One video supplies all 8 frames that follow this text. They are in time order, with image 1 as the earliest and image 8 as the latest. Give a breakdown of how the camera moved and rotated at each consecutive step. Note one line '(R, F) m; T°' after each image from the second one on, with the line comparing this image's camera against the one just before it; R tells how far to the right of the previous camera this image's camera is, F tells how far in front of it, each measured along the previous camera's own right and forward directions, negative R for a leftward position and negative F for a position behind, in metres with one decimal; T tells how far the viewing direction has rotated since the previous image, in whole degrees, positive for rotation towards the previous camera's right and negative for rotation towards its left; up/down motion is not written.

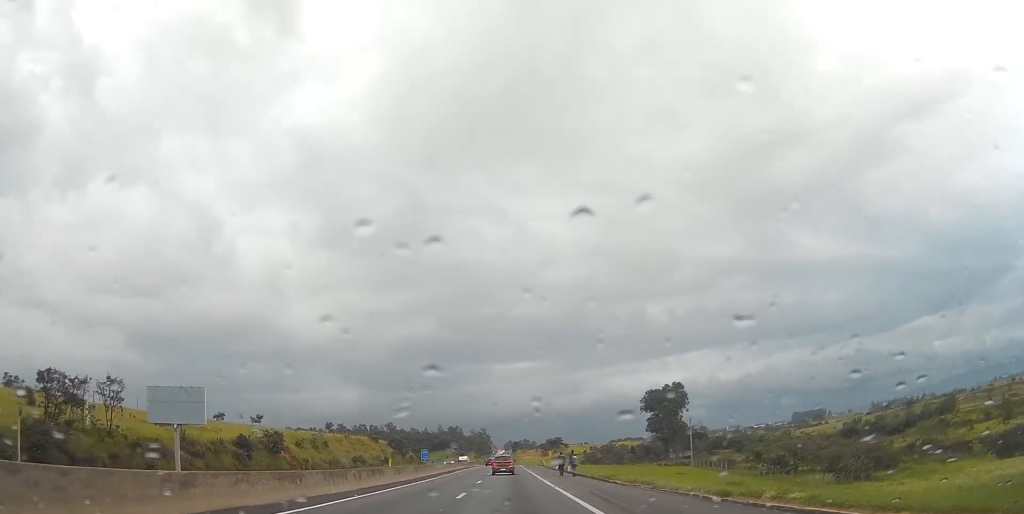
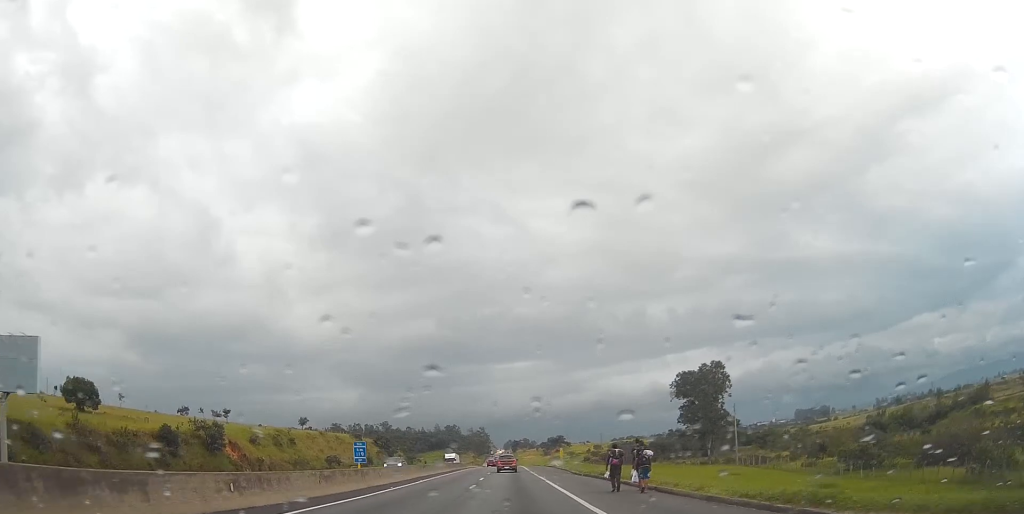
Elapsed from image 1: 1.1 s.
(0.0, +27.0) m; 0°
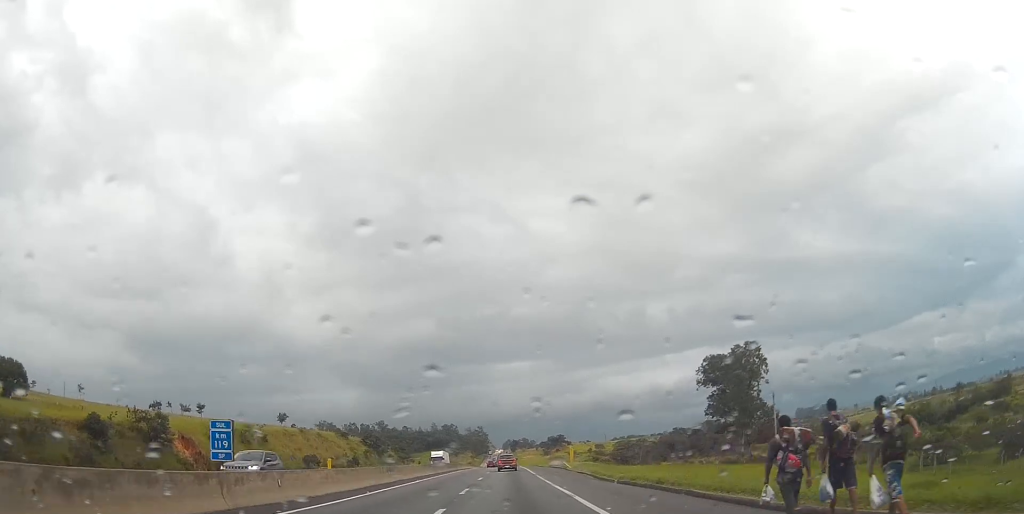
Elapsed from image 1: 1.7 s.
(0.0, +17.1) m; 0°
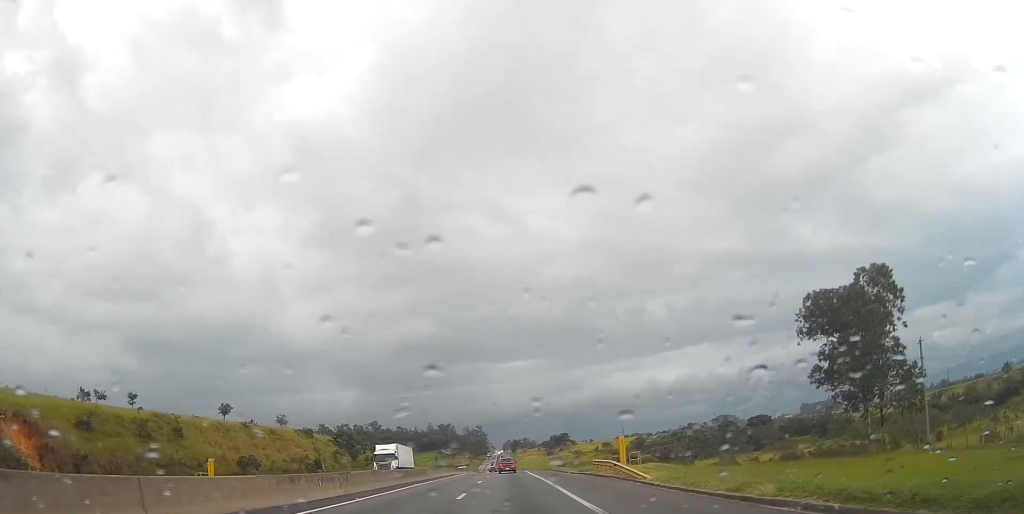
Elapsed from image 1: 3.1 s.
(+0.1, +36.0) m; 0°
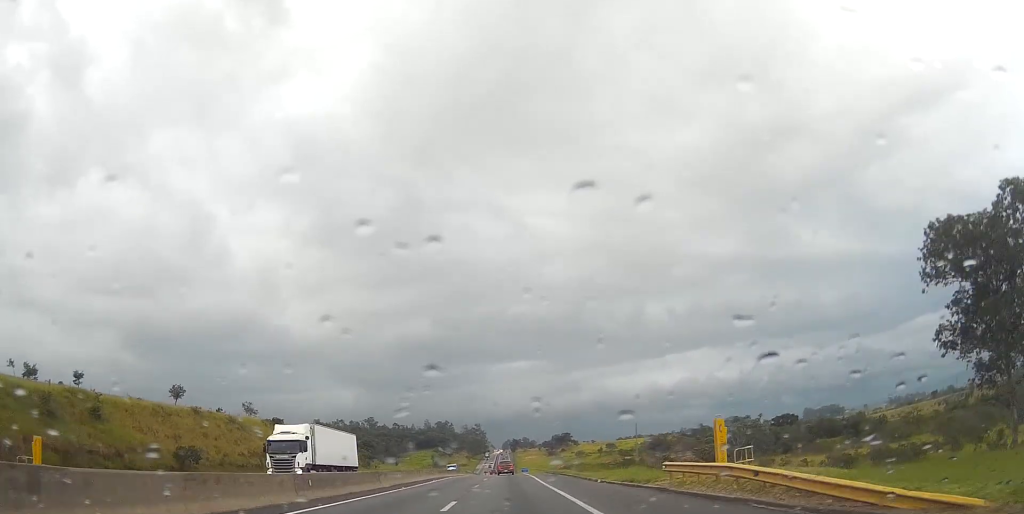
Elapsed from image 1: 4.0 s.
(-0.1, +21.5) m; 0°
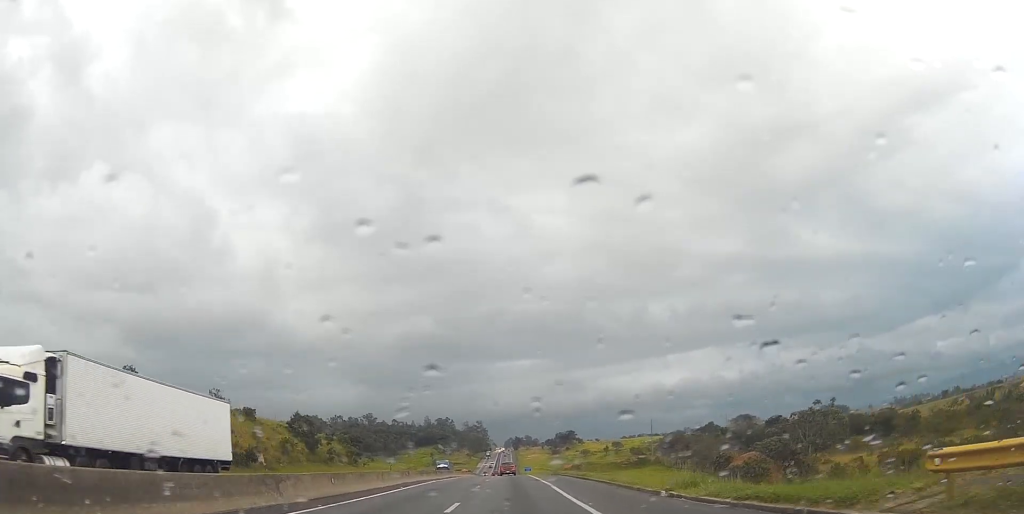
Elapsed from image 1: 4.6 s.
(0.0, +17.3) m; 0°
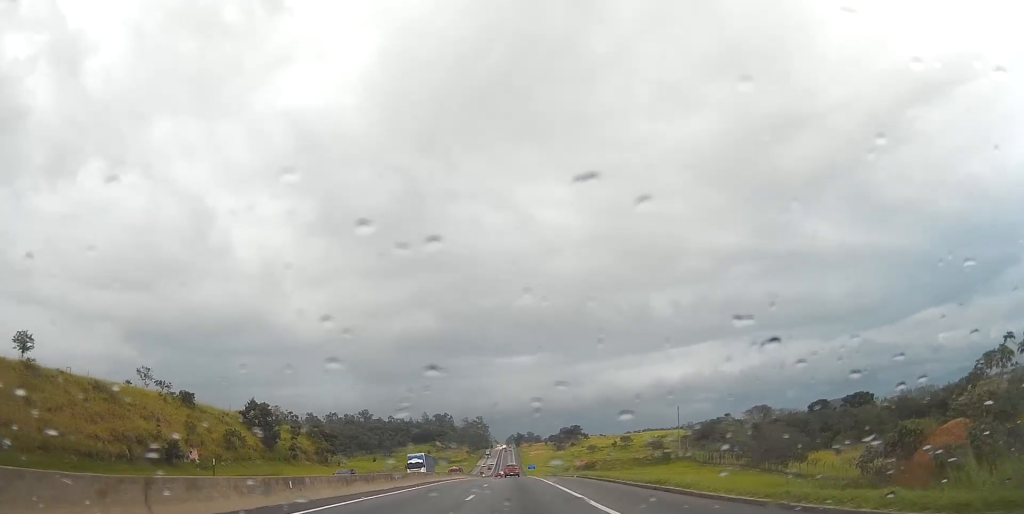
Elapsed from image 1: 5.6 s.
(0.0, +25.9) m; 0°
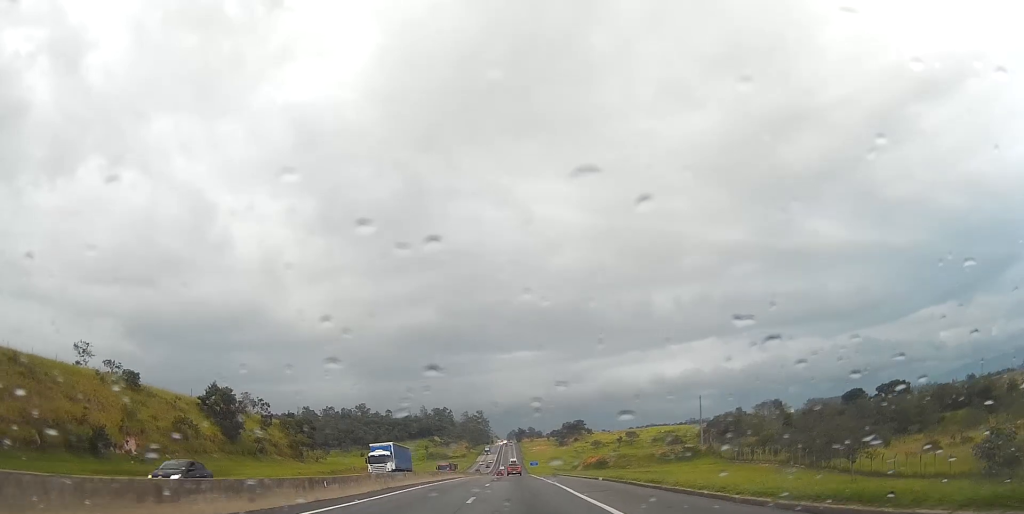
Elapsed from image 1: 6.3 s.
(0.0, +16.3) m; 0°
